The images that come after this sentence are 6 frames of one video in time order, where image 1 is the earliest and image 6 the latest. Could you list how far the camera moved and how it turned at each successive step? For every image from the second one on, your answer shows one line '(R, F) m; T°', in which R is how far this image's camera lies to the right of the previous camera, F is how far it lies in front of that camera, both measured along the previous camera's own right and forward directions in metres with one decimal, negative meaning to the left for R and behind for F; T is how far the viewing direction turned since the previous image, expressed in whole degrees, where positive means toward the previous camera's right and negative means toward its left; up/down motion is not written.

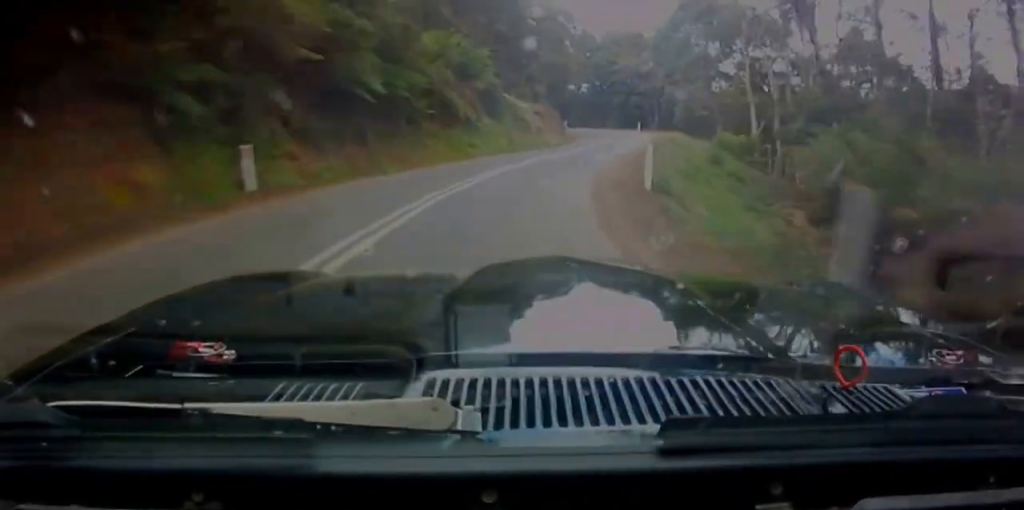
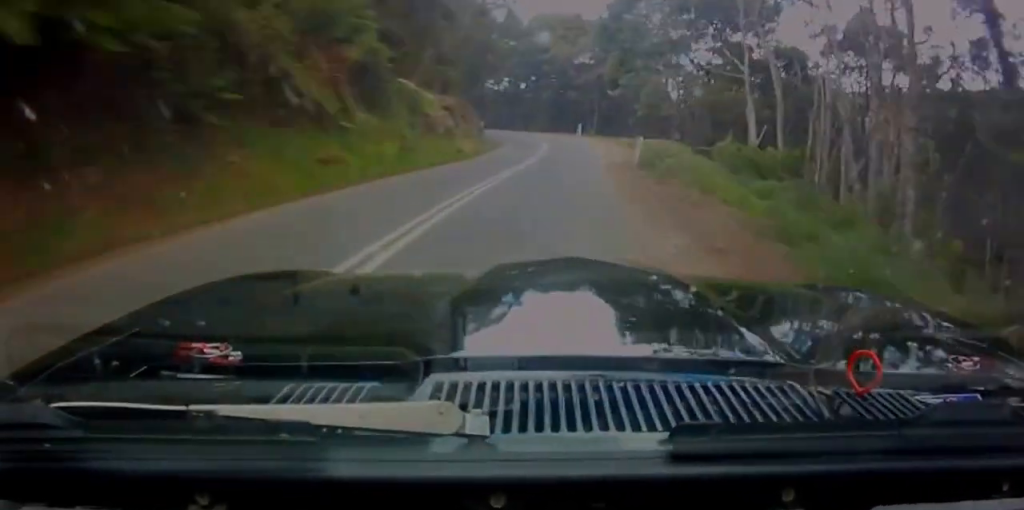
(0.0, +12.2) m; 0°
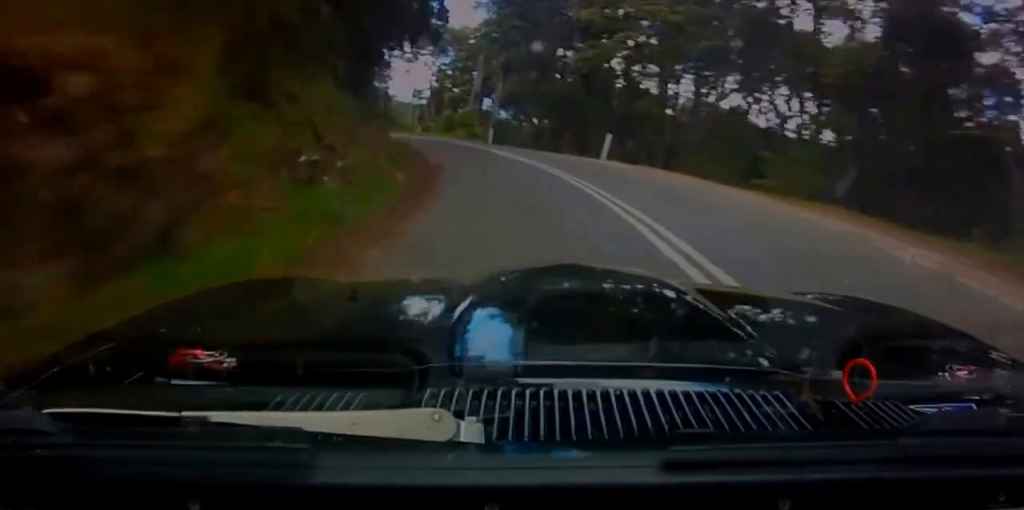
(0.0, +51.8) m; 0°
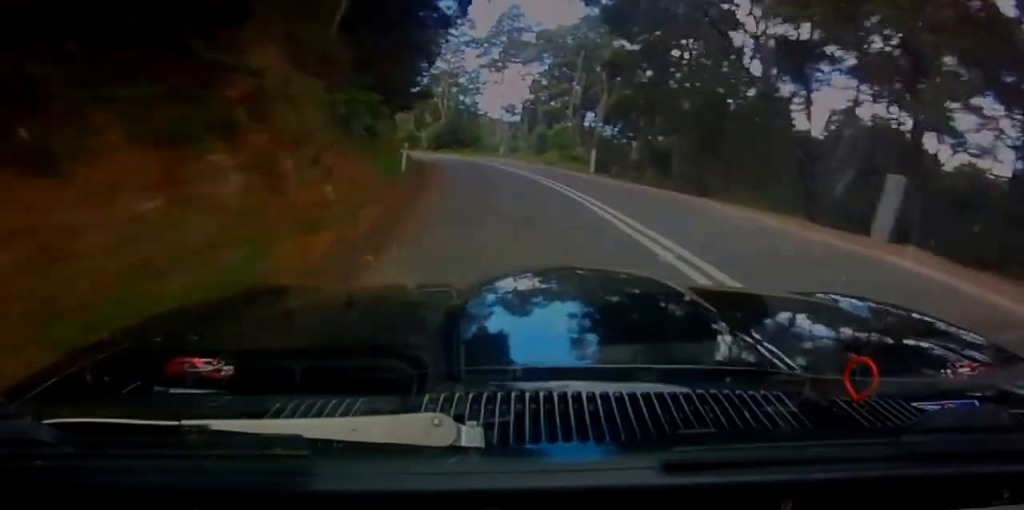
(0.0, +15.9) m; 0°
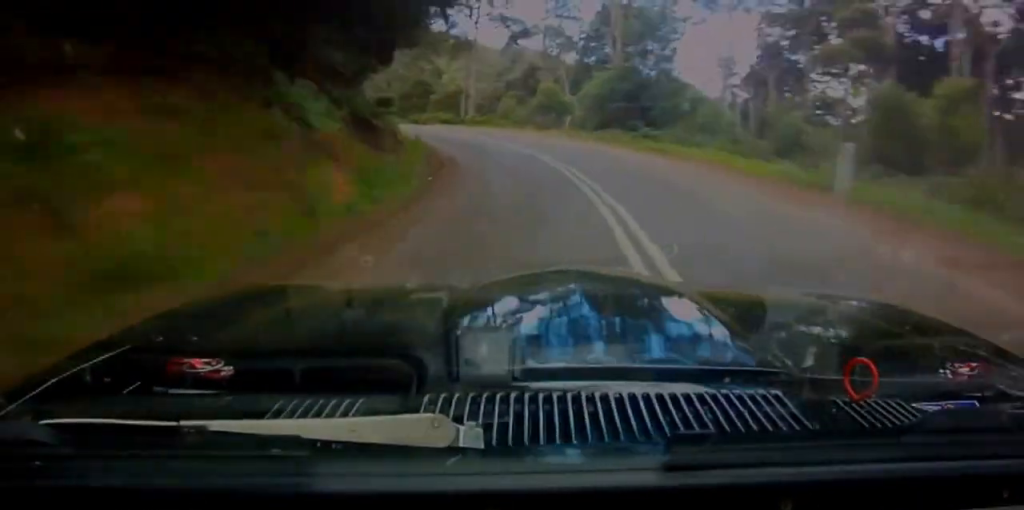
(0.0, +41.0) m; 0°
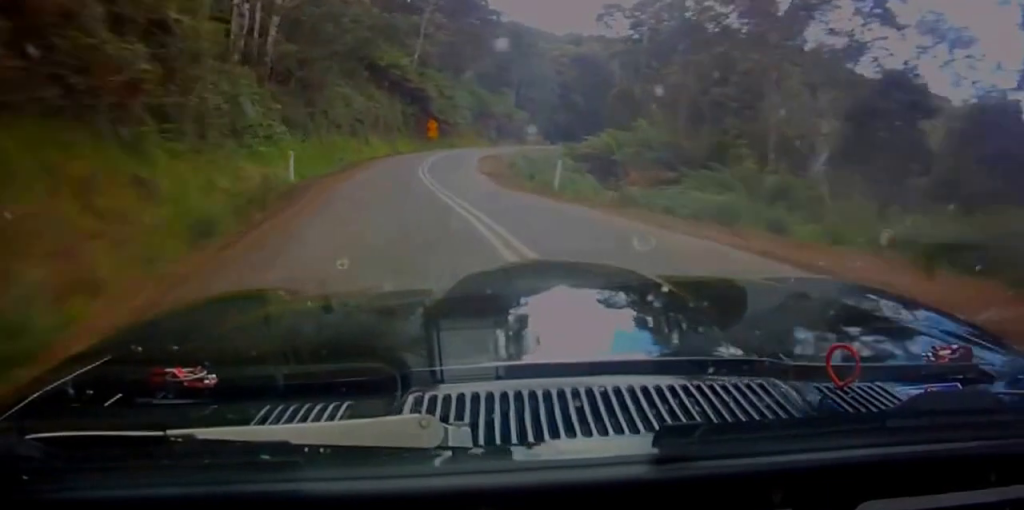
(-1.0, +47.3) m; -13°
